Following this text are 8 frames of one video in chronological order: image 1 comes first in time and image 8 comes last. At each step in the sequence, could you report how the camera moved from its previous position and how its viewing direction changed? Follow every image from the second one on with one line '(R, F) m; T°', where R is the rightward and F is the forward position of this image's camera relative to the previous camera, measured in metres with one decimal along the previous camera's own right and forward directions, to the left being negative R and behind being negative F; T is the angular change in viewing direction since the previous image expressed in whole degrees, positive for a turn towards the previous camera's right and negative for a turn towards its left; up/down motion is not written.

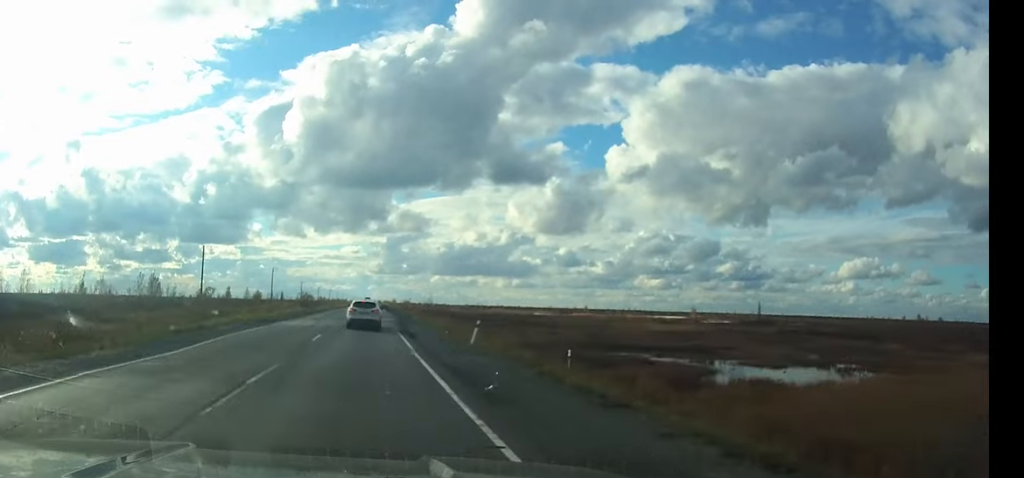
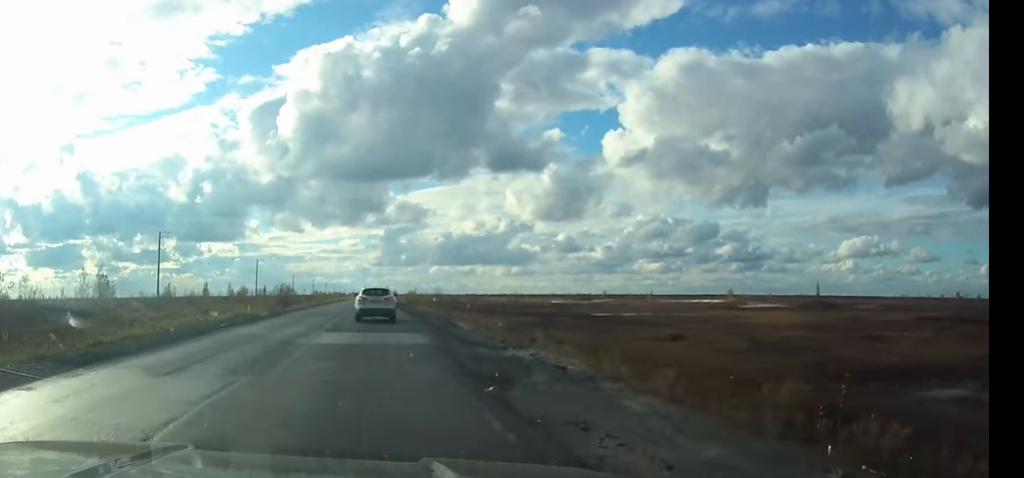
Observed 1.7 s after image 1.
(+0.1, +28.7) m; 0°
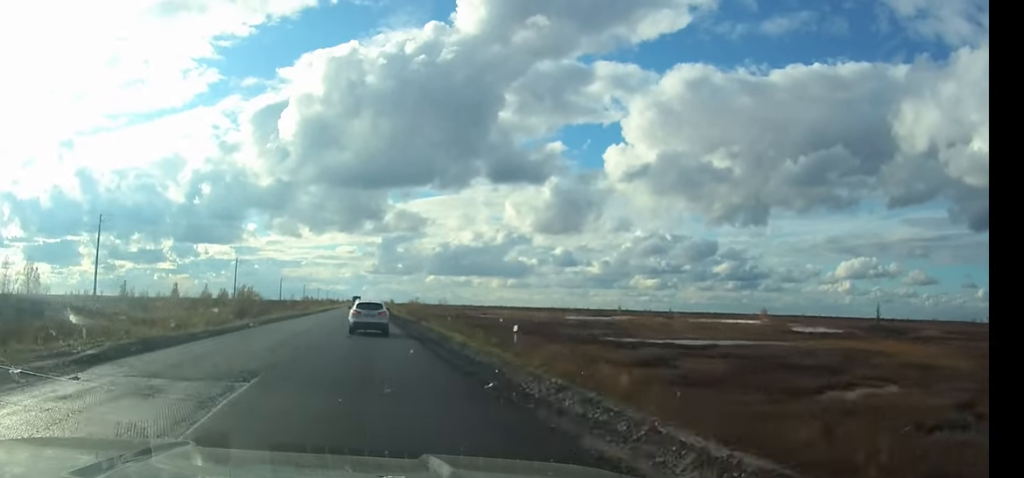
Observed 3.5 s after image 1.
(0.0, +28.6) m; 0°
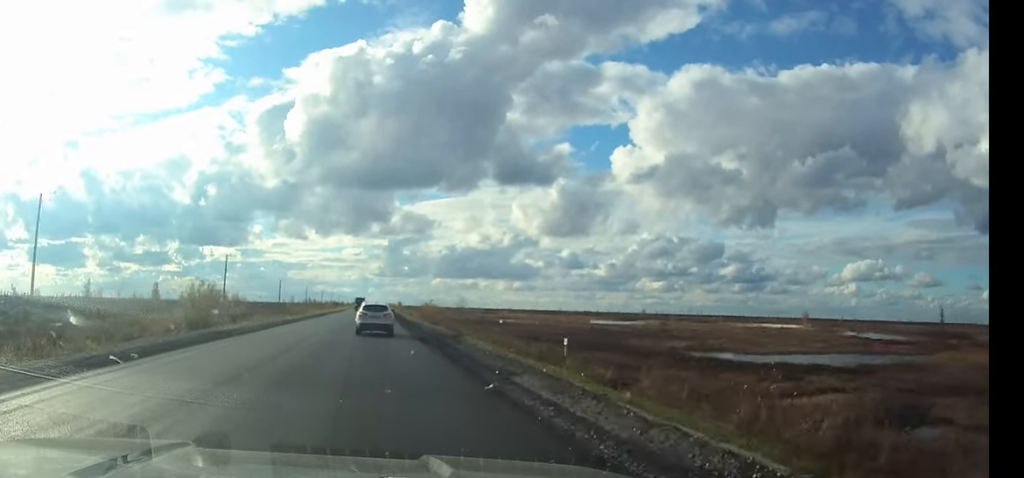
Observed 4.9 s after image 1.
(0.0, +22.6) m; 0°
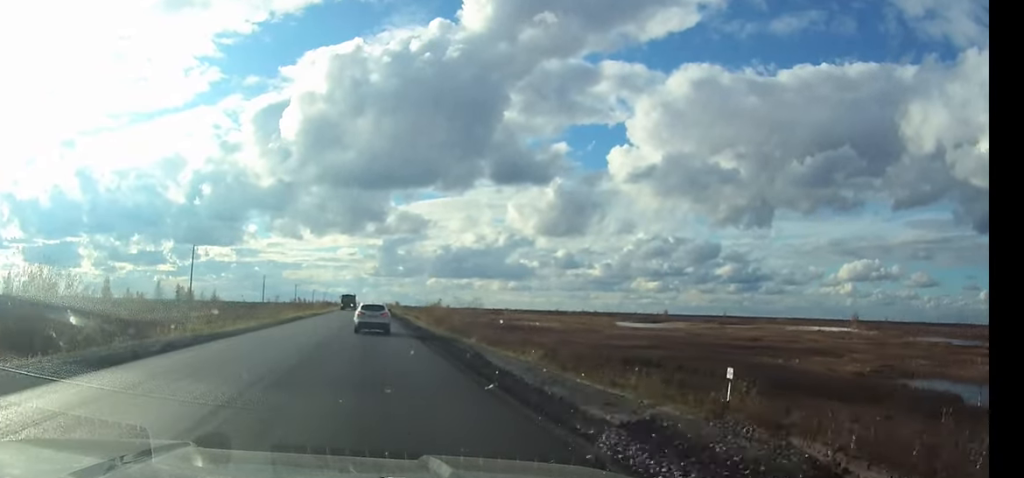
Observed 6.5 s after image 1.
(+0.1, +27.8) m; 0°
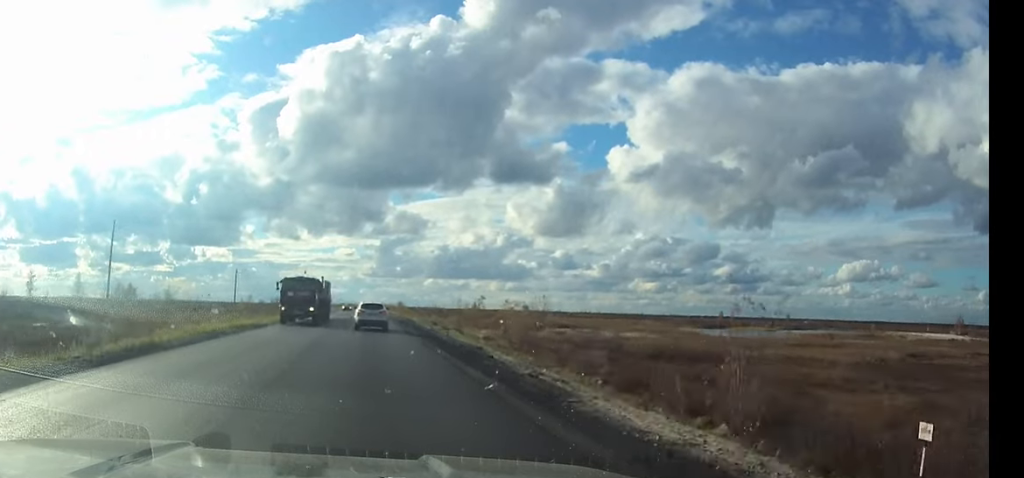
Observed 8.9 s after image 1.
(0.0, +46.0) m; 0°
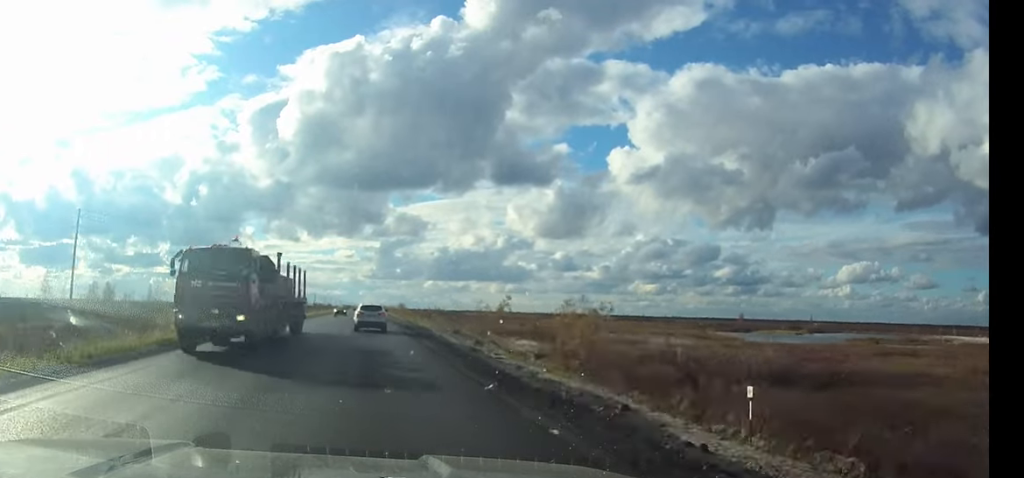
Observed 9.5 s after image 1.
(0.0, +13.0) m; 0°
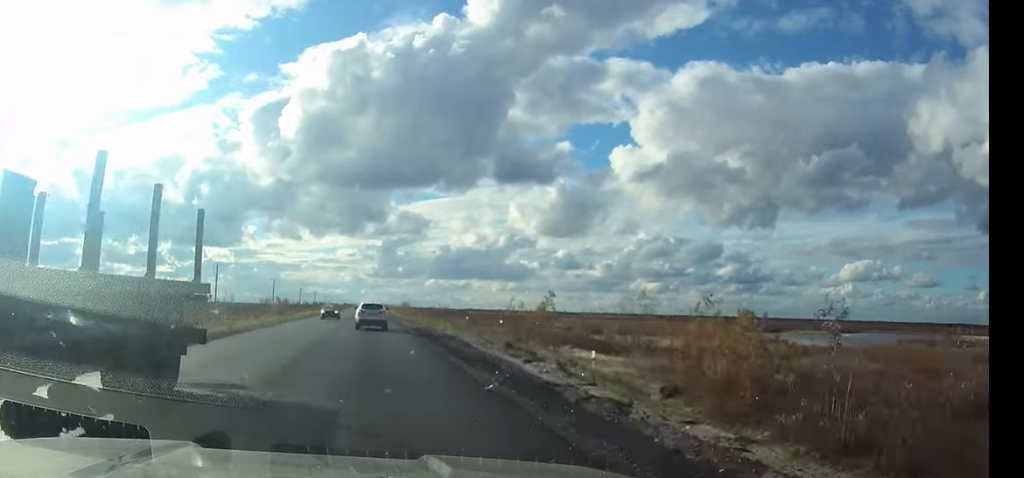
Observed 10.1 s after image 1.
(0.0, +12.7) m; 0°
